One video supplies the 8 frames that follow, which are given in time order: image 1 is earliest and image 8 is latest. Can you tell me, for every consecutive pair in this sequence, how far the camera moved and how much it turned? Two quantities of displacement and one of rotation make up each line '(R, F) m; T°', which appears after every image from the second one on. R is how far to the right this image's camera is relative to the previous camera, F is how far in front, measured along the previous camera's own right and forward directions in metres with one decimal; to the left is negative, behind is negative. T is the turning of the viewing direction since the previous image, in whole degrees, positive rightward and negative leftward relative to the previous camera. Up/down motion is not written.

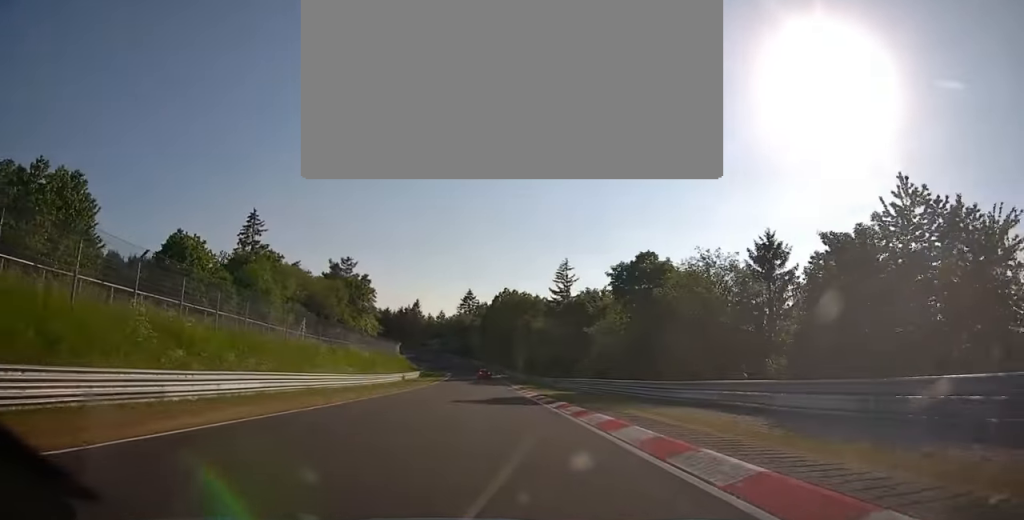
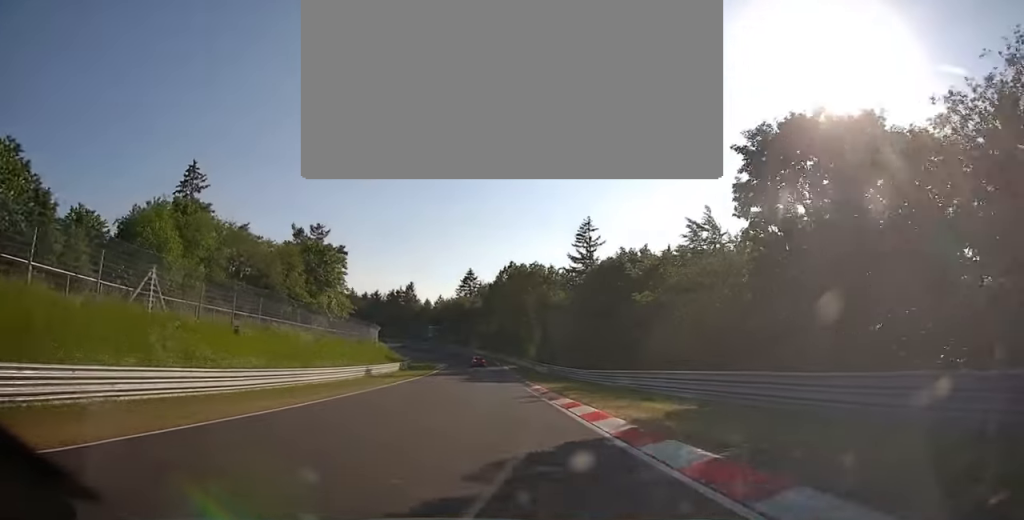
(-0.4, +20.3) m; -1°
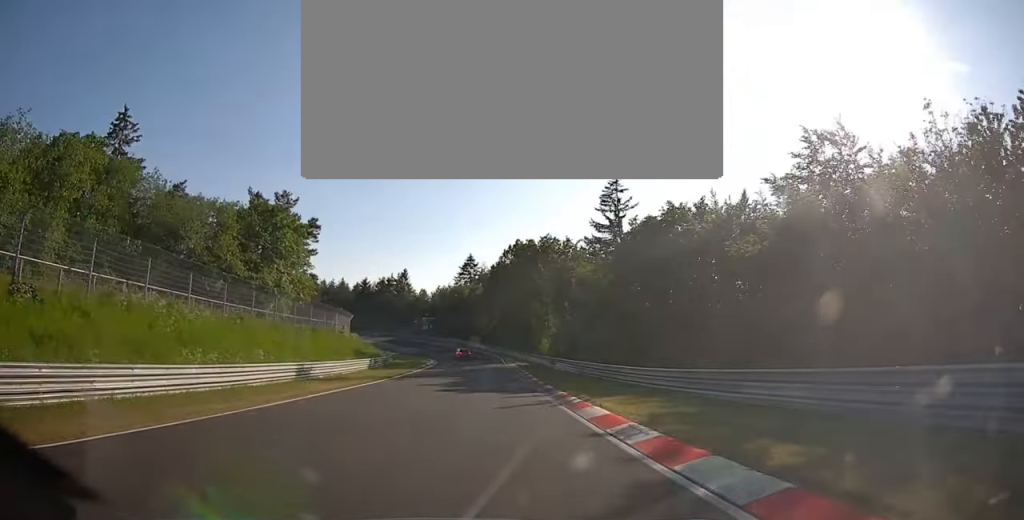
(+0.2, +16.8) m; 0°
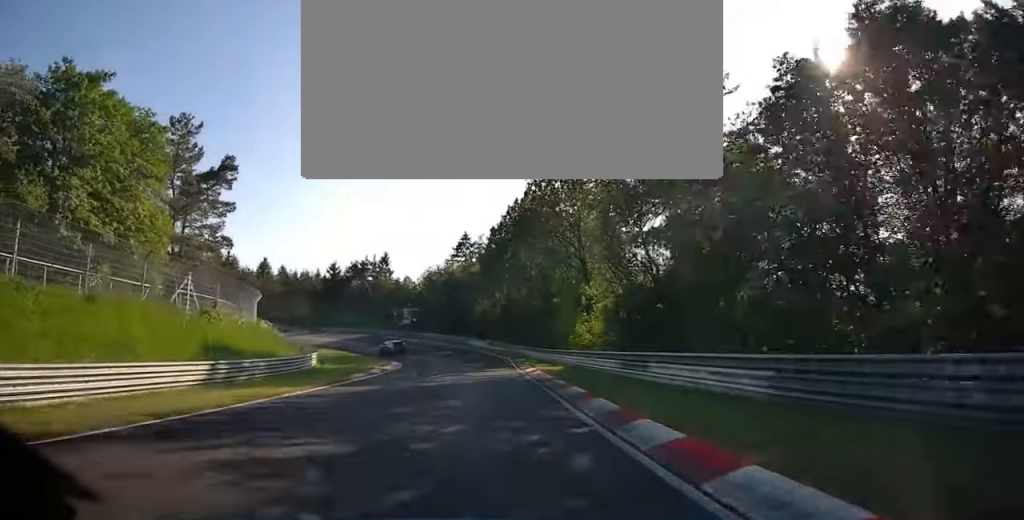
(-0.1, +28.0) m; -3°
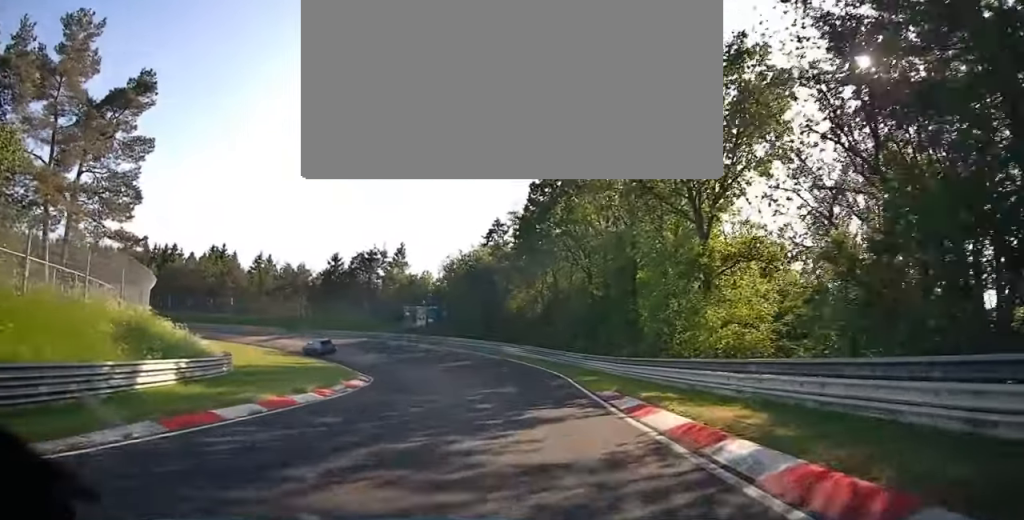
(-0.5, +21.6) m; -6°
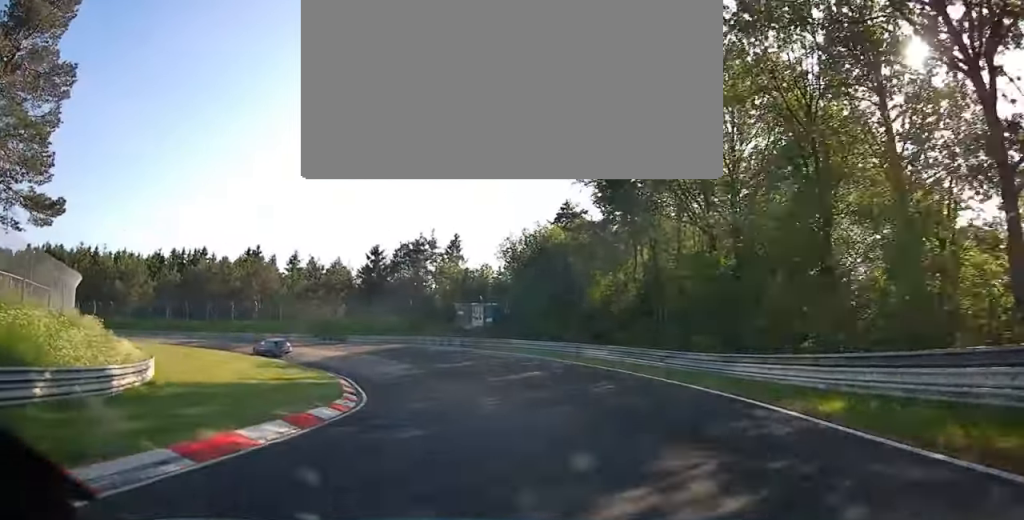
(-0.4, +15.5) m; -9°
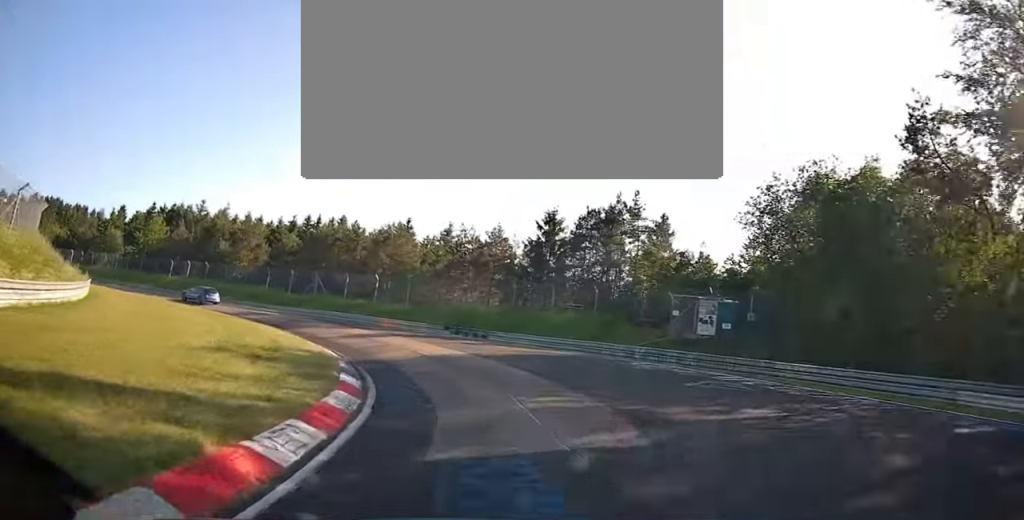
(-4.3, +24.2) m; -23°
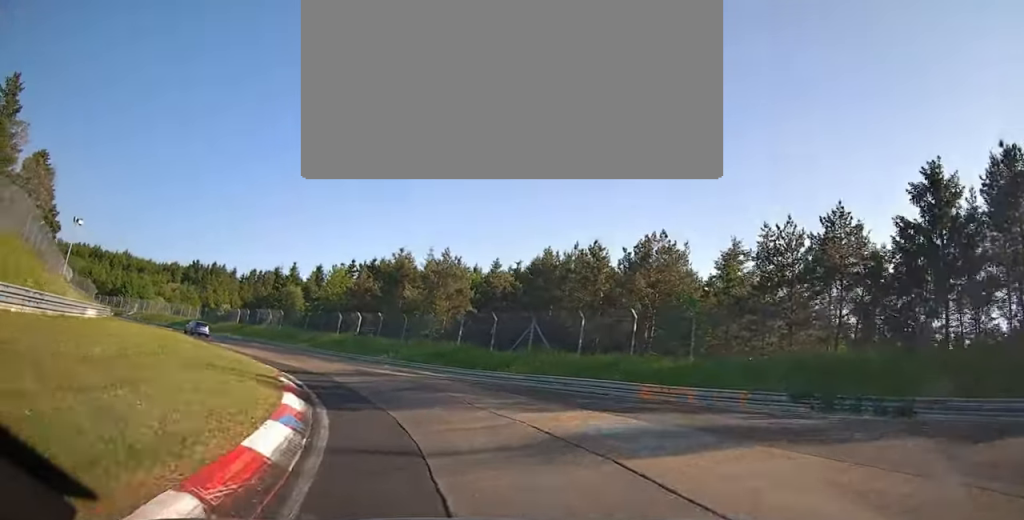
(-7.3, +25.2) m; -30°
